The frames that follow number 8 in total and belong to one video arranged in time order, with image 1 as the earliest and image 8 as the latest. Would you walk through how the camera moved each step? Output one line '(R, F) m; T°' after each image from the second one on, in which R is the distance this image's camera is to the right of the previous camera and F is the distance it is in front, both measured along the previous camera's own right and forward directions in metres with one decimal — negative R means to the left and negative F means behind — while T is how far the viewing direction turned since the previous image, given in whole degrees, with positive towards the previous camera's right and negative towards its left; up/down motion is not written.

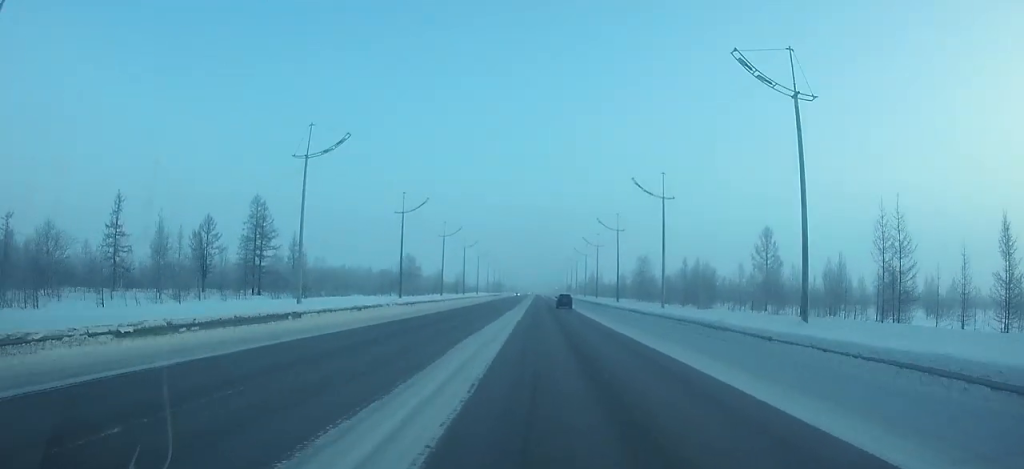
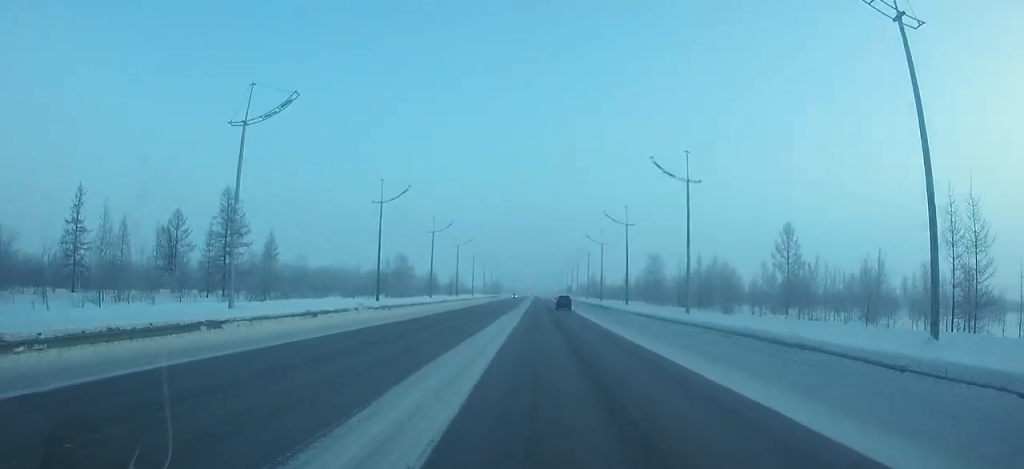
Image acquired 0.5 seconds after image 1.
(0.0, +7.9) m; 0°
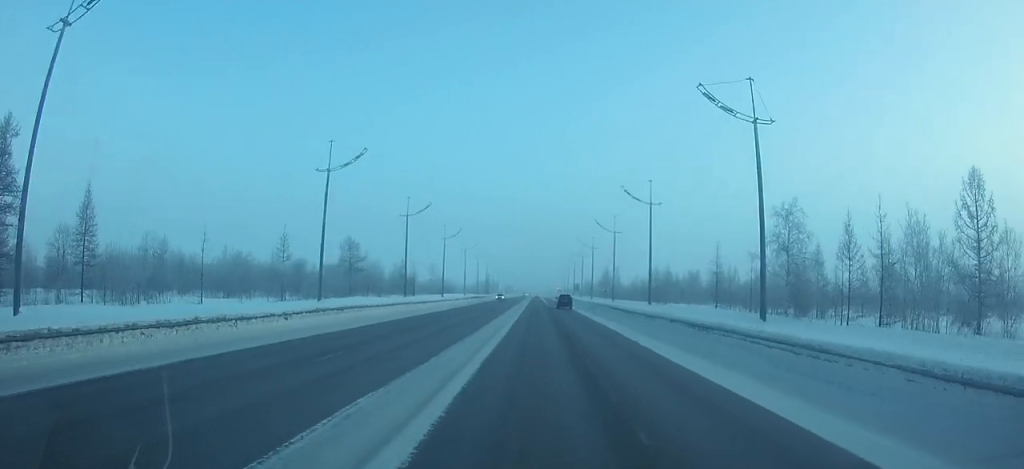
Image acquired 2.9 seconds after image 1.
(+0.1, +38.0) m; 0°
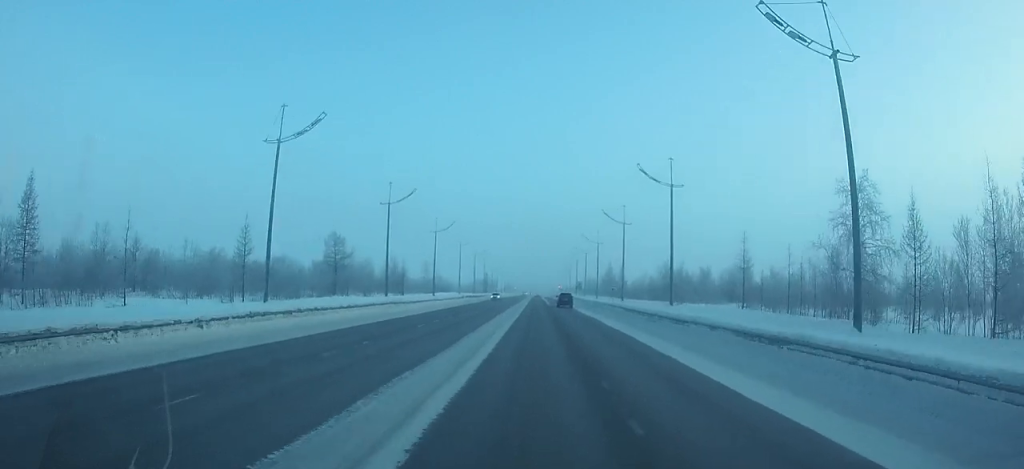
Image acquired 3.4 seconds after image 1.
(0.0, +7.6) m; 0°
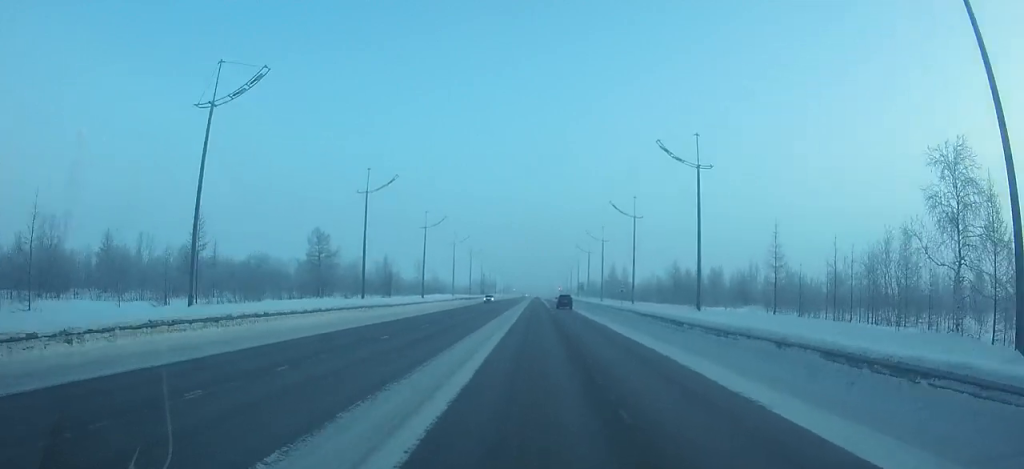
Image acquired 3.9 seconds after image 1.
(0.0, +7.0) m; 0°
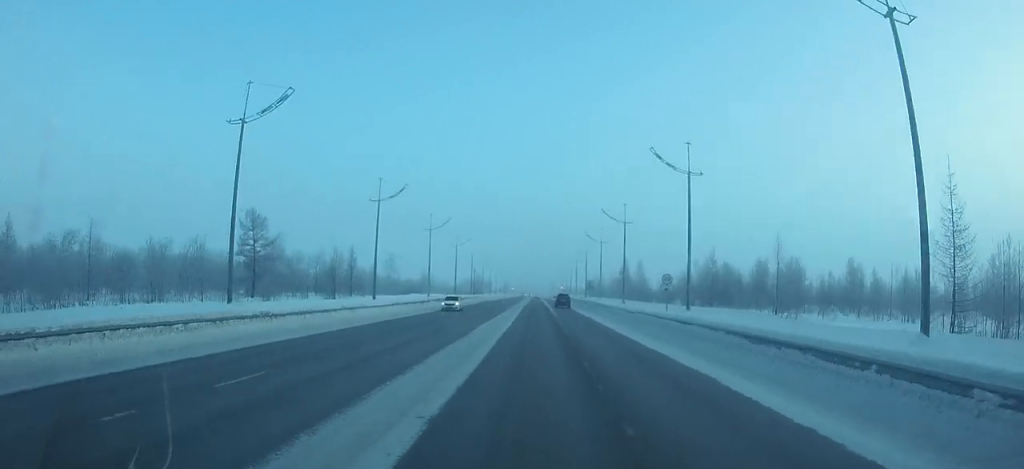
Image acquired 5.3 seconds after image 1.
(0.0, +21.2) m; 0°
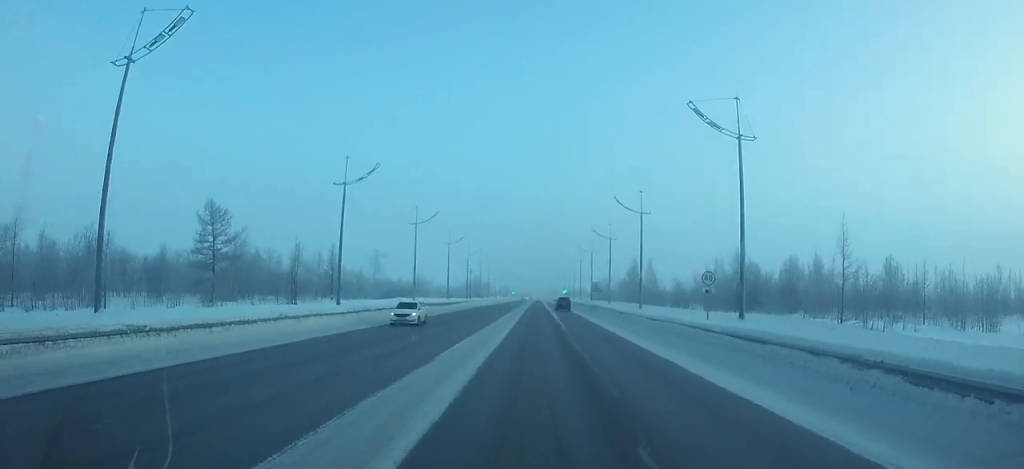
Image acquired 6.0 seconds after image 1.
(0.0, +9.7) m; 0°
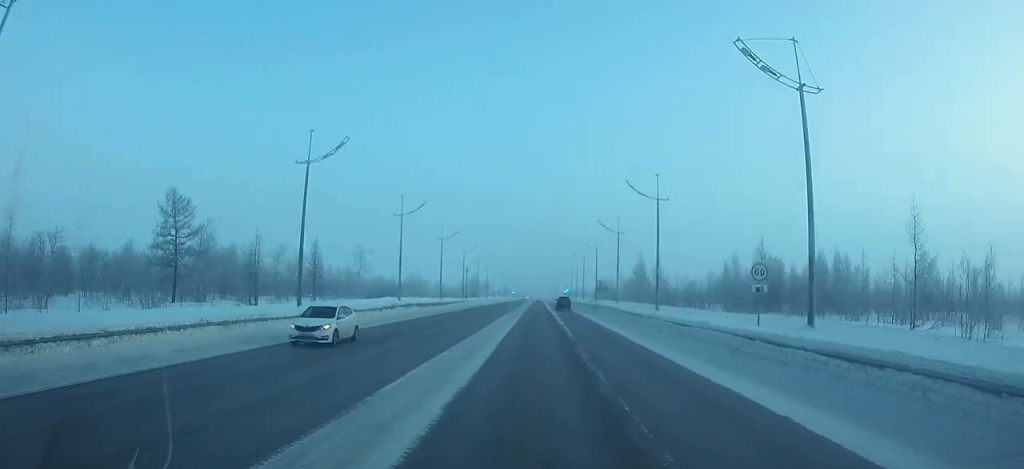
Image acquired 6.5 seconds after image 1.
(0.0, +7.2) m; 0°
